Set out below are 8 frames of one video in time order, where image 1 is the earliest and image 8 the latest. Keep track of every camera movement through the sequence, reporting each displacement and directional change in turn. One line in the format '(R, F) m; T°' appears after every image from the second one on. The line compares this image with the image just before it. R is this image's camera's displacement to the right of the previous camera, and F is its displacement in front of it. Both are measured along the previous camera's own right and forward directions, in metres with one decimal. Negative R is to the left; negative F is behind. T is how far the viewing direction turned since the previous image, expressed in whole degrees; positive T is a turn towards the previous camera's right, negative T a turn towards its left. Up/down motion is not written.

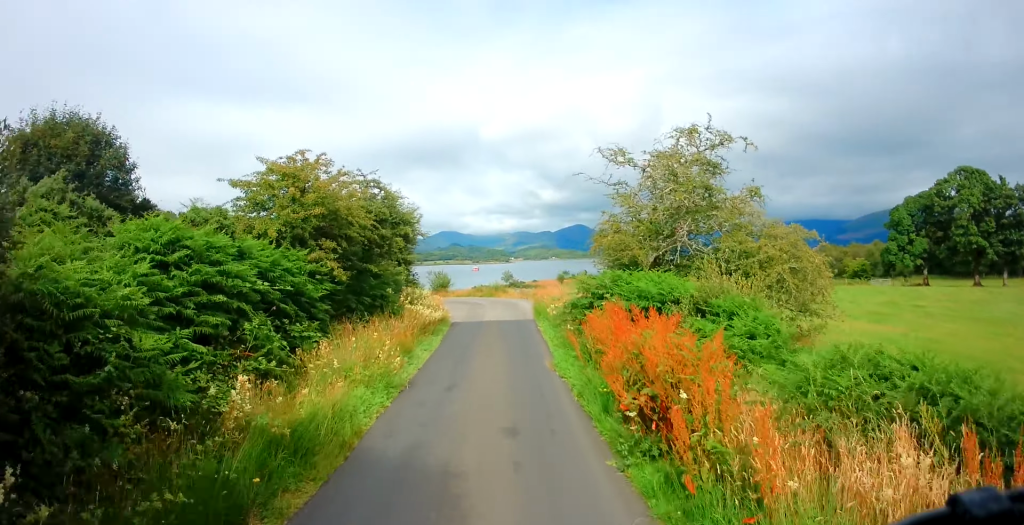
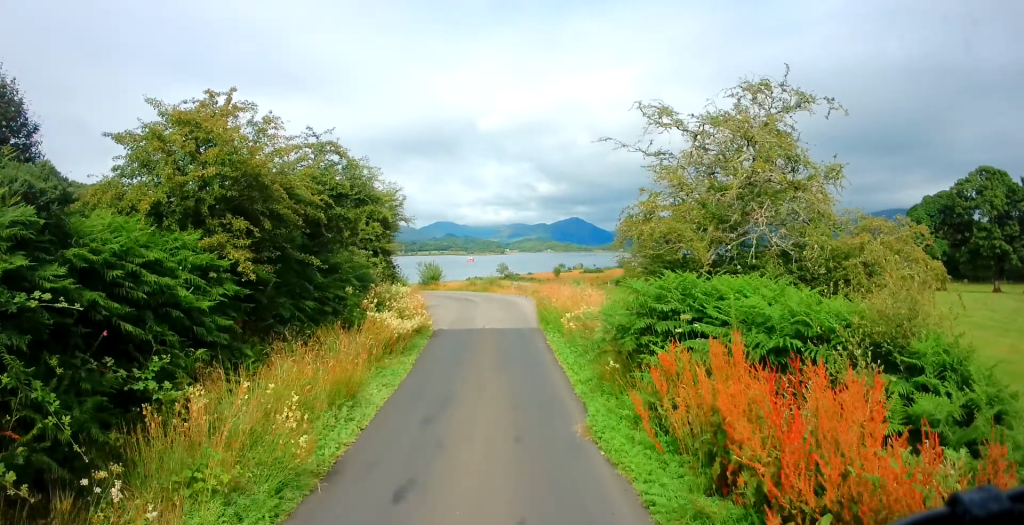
(+0.1, +4.8) m; 0°
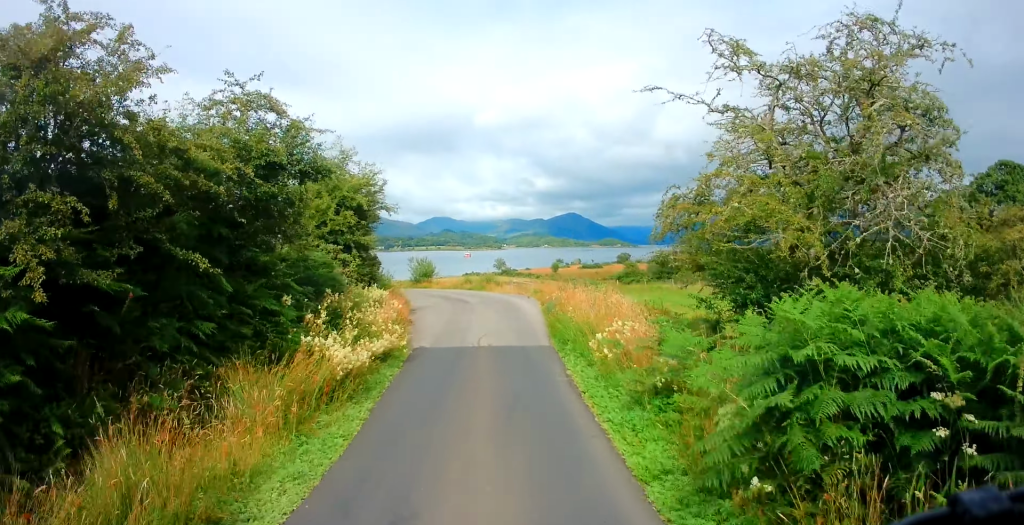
(-0.1, +4.3) m; 0°
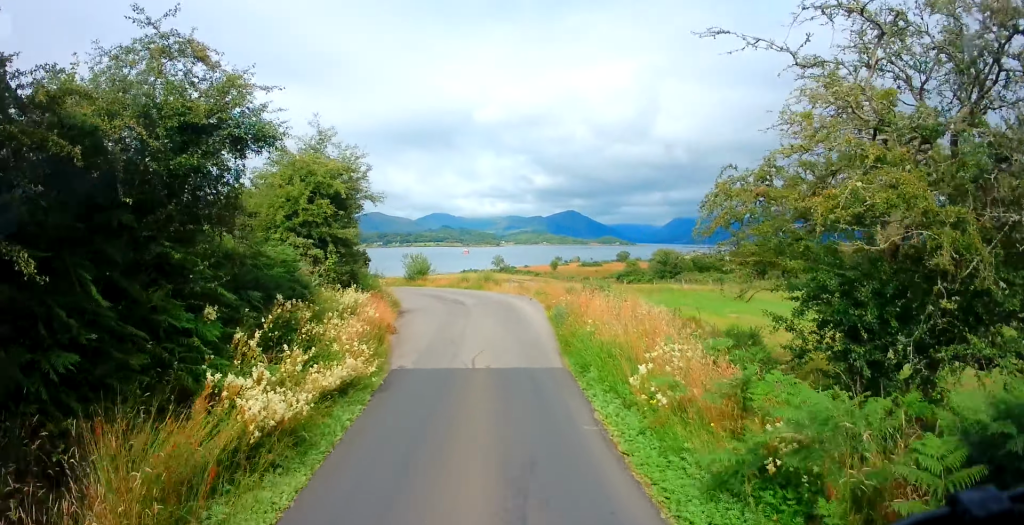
(0.0, +2.9) m; +1°
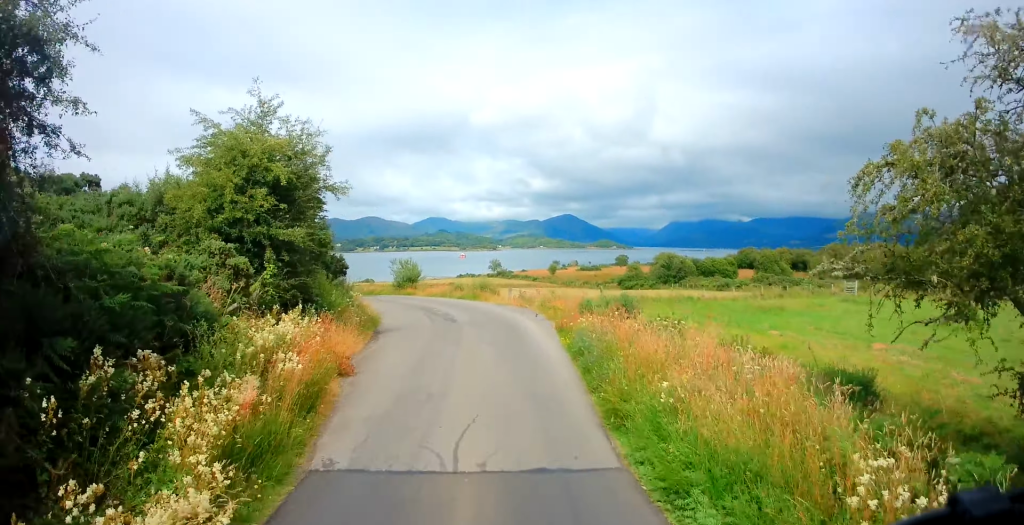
(+0.1, +4.9) m; +2°
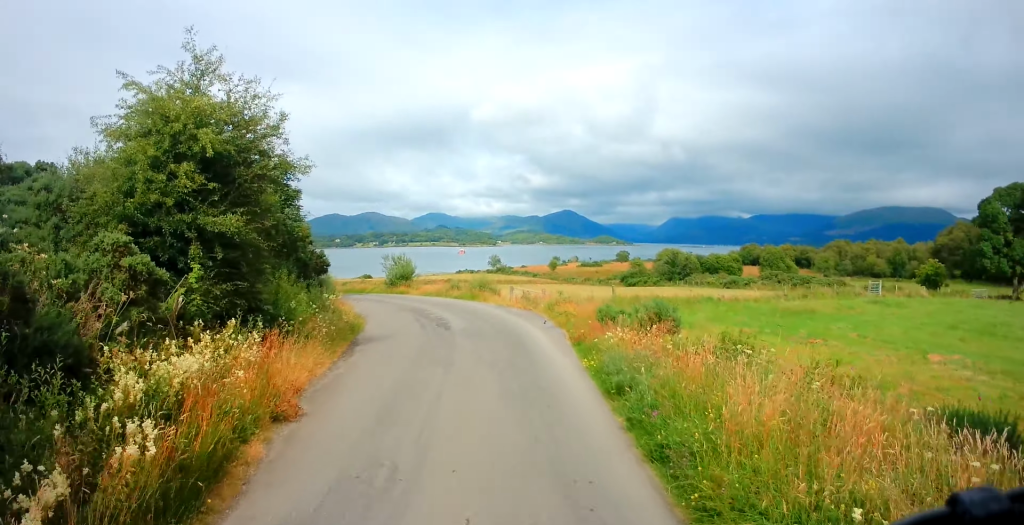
(+0.1, +3.4) m; 0°
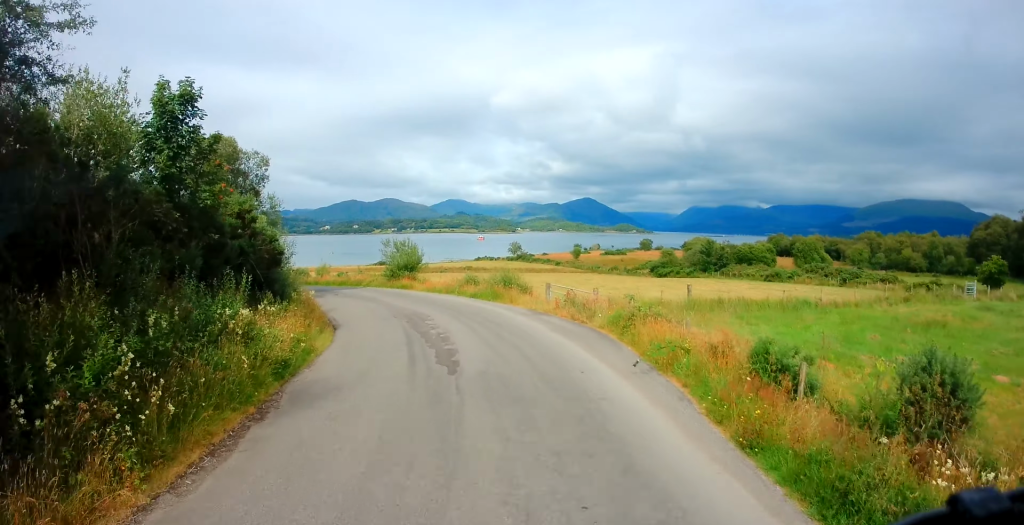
(0.0, +8.7) m; -3°
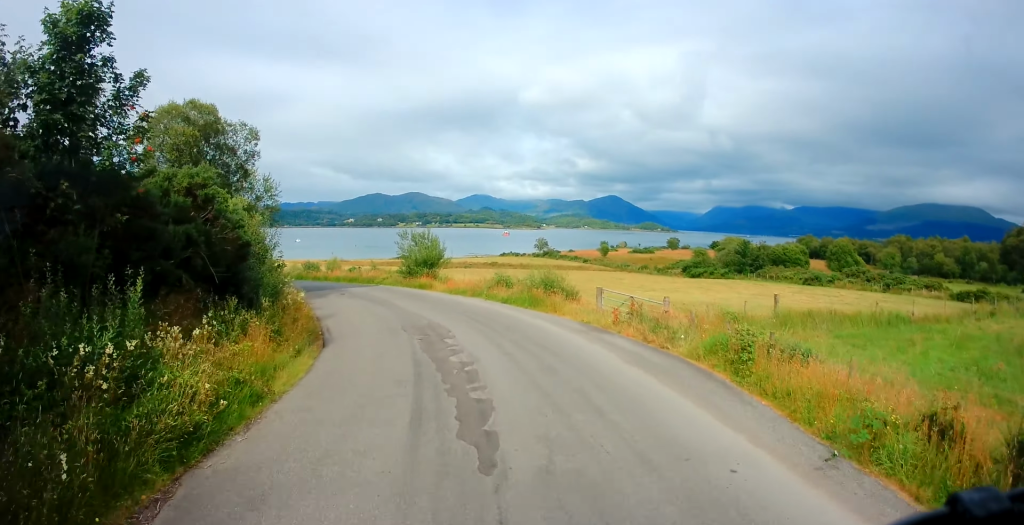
(-0.2, +4.8) m; -4°
